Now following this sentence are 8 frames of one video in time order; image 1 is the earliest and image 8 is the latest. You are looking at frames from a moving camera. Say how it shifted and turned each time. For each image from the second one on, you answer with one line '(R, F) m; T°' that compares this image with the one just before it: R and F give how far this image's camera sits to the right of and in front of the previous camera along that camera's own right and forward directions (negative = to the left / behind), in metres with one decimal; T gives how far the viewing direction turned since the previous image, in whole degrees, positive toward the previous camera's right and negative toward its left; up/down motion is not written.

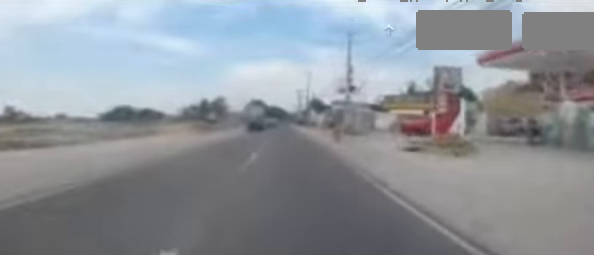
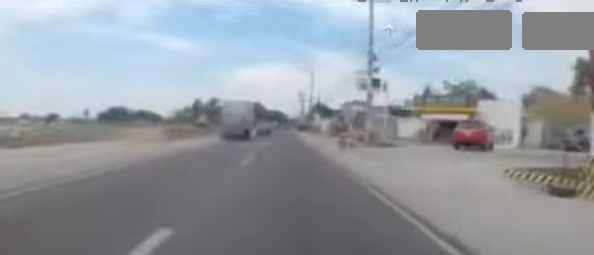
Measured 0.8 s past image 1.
(+0.4, +8.7) m; 0°
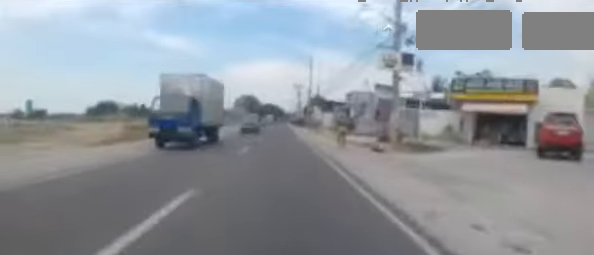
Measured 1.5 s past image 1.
(0.0, +6.7) m; -1°
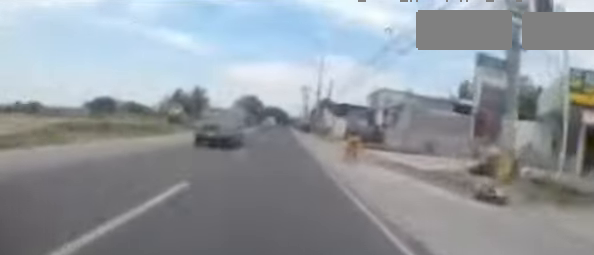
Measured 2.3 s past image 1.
(-0.3, +9.2) m; -2°
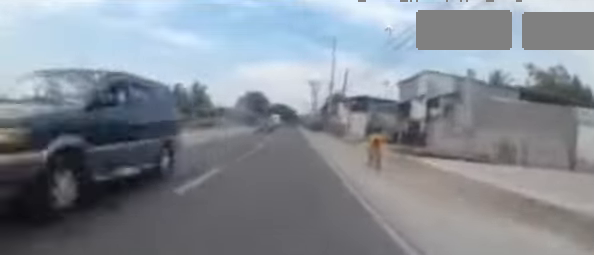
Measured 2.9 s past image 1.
(0.0, +6.6) m; +2°
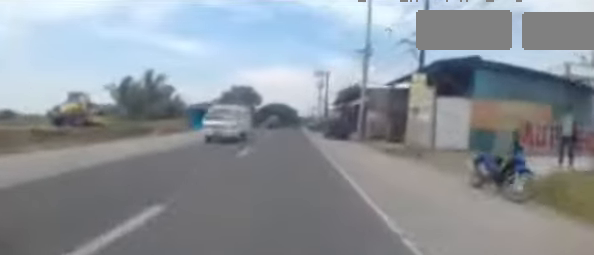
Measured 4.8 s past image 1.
(-0.4, +22.4) m; -2°
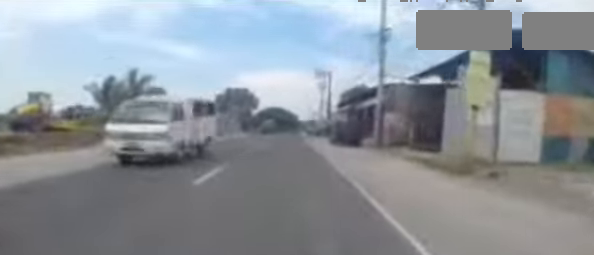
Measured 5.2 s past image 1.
(-0.2, +4.8) m; 0°
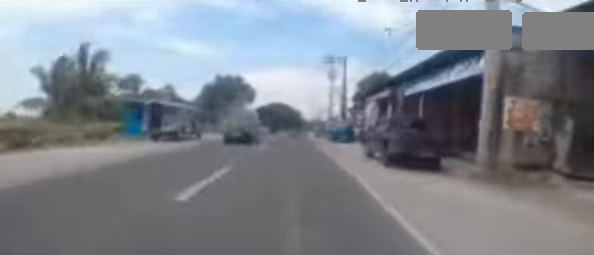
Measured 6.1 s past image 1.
(+0.9, +9.8) m; 0°
